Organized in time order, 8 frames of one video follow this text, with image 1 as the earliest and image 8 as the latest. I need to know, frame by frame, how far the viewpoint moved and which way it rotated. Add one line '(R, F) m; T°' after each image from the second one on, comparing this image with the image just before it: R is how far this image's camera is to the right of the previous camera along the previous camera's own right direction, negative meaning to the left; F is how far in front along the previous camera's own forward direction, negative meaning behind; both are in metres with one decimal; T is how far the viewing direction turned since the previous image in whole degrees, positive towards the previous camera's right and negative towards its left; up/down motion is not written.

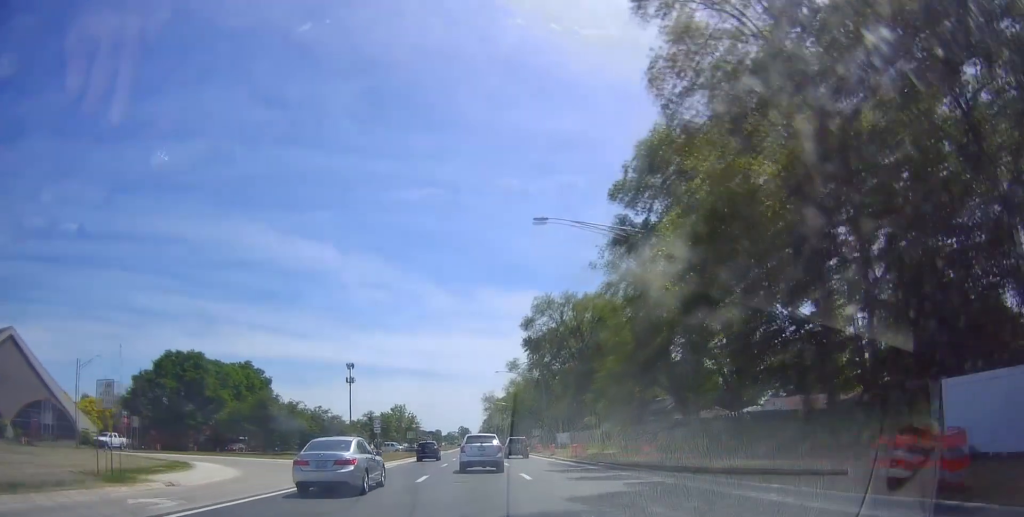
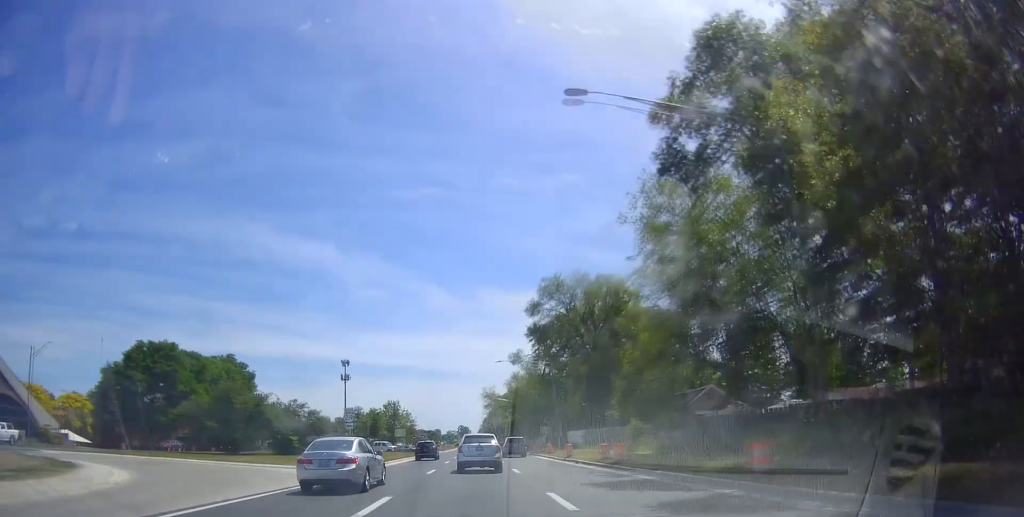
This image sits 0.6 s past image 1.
(+0.2, +10.2) m; +1°
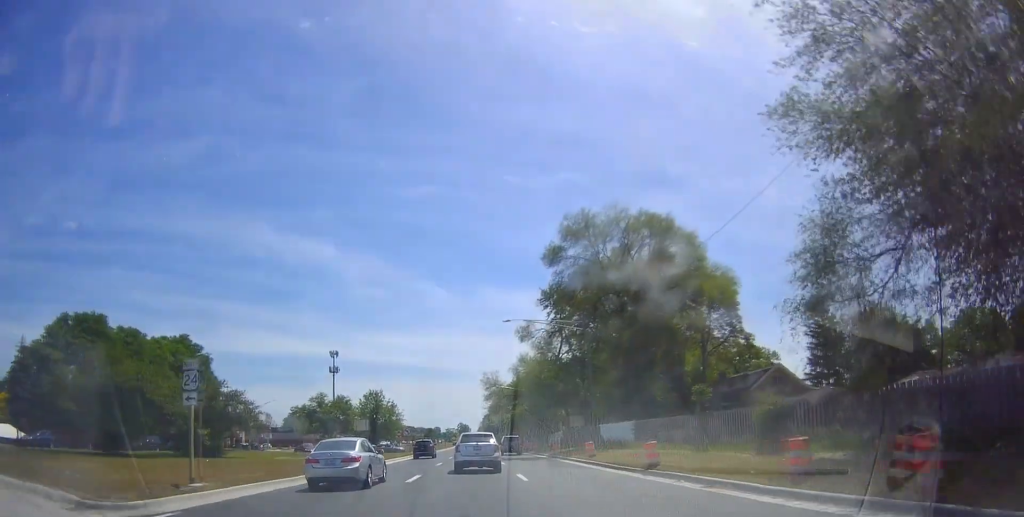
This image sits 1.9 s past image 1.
(+0.6, +21.6) m; 0°
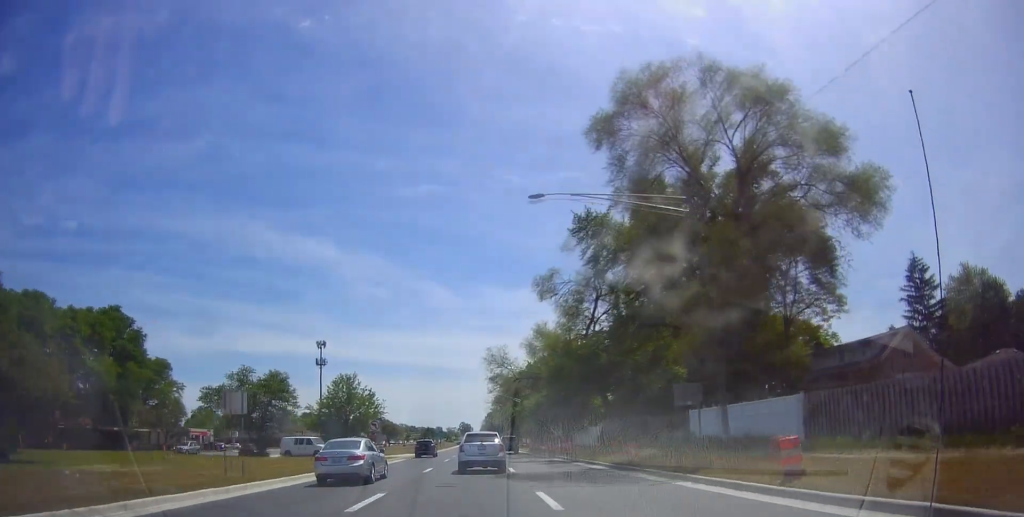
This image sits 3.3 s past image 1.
(-0.8, +24.1) m; -1°
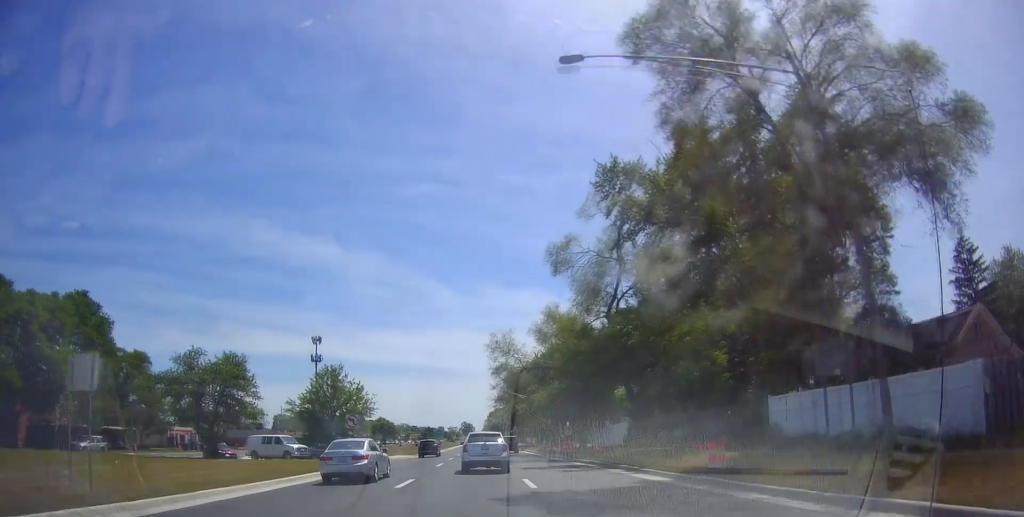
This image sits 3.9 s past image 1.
(+0.4, +9.5) m; +1°
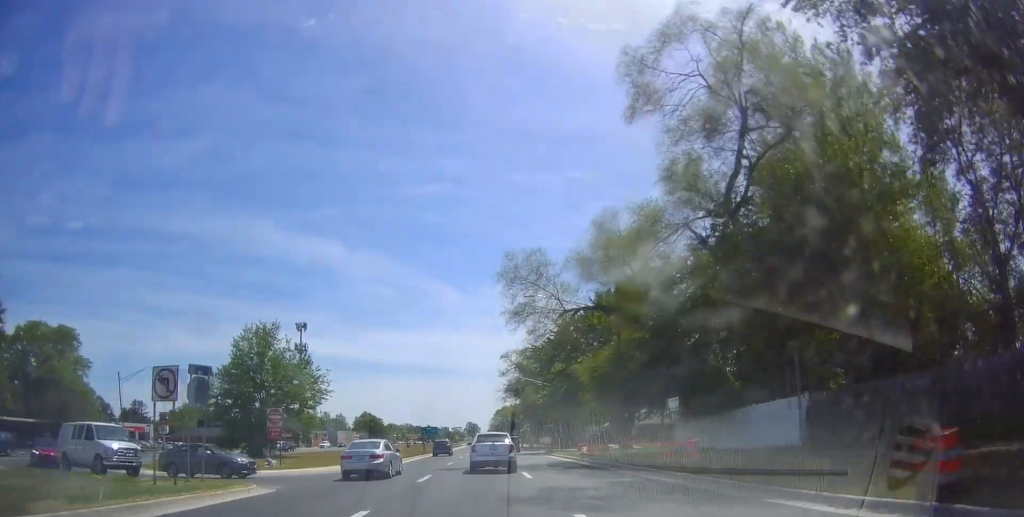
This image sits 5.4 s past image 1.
(0.0, +25.7) m; 0°
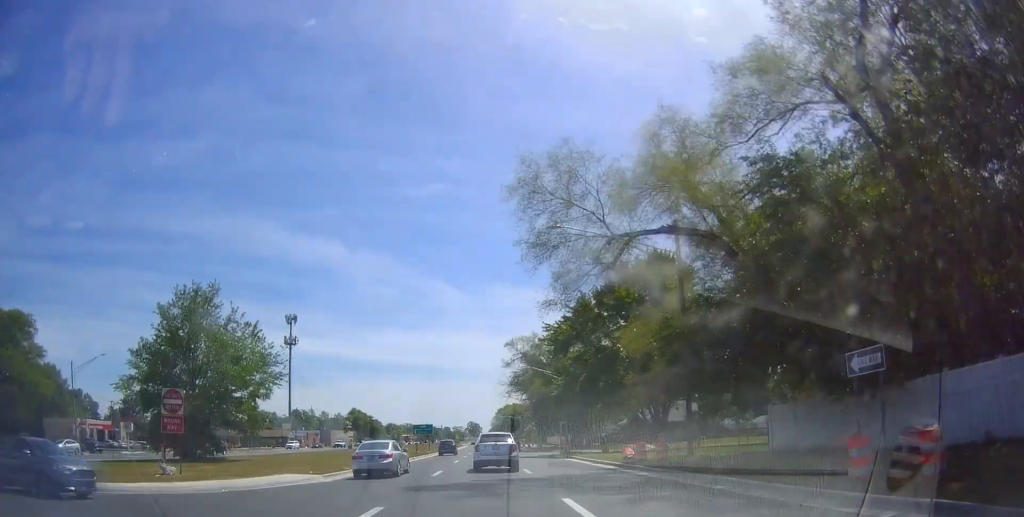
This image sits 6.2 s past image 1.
(+0.3, +12.3) m; -1°
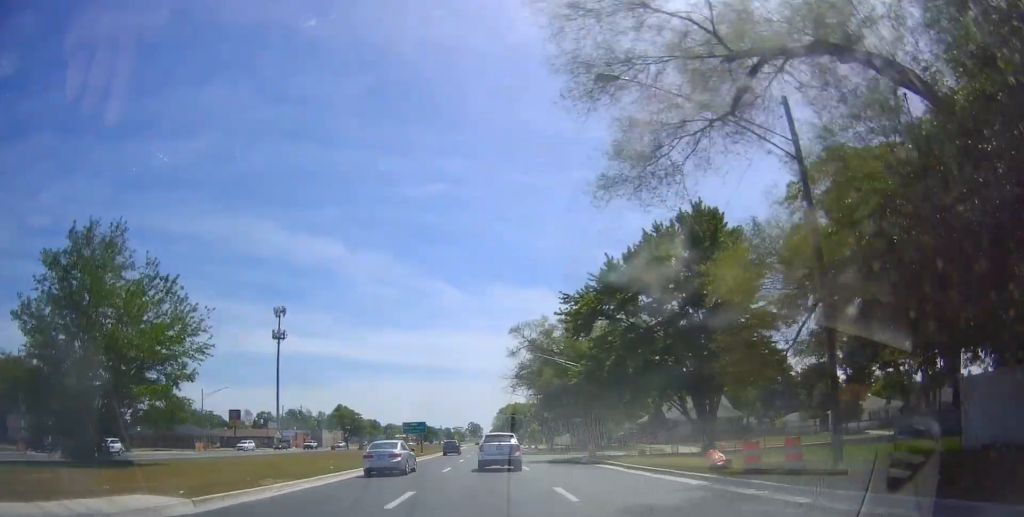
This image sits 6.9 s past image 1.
(-0.6, +11.7) m; 0°
